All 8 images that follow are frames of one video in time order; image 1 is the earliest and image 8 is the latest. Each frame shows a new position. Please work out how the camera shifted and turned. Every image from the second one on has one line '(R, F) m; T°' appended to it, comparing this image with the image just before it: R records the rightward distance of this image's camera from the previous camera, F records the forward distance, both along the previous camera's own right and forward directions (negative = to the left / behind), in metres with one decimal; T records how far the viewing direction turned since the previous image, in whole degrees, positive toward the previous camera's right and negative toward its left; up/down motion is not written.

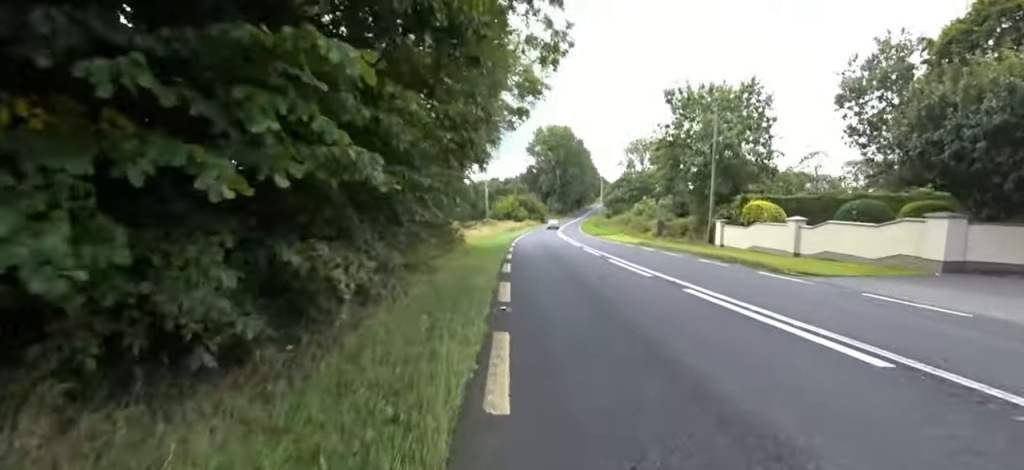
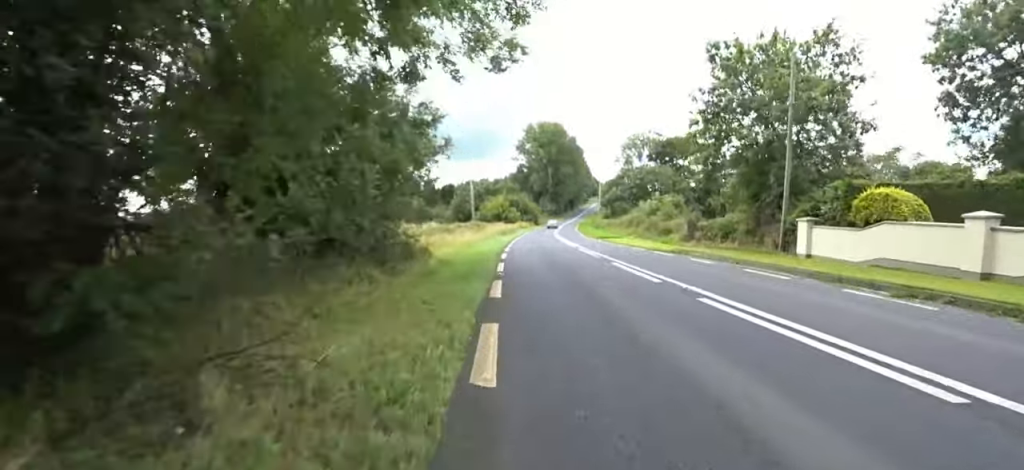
(-0.2, +7.3) m; 0°
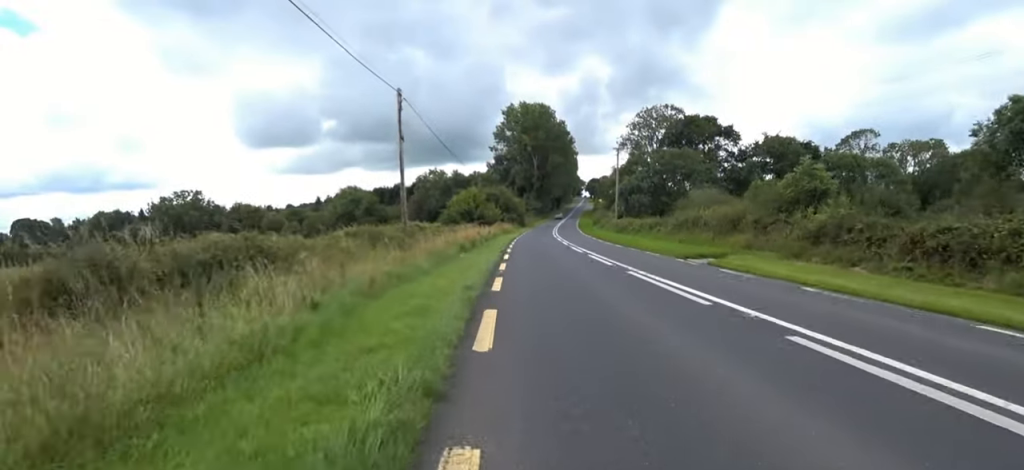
(0.0, +22.3) m; 0°
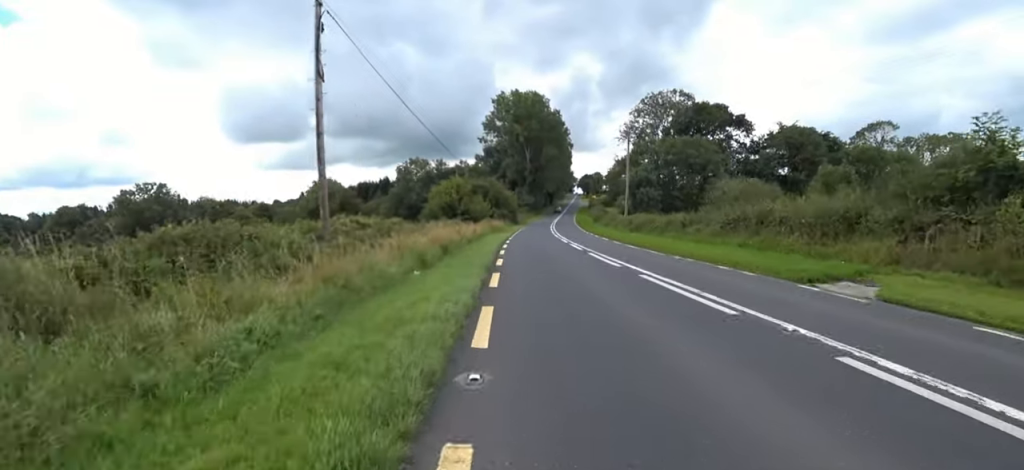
(-0.1, +7.8) m; 0°
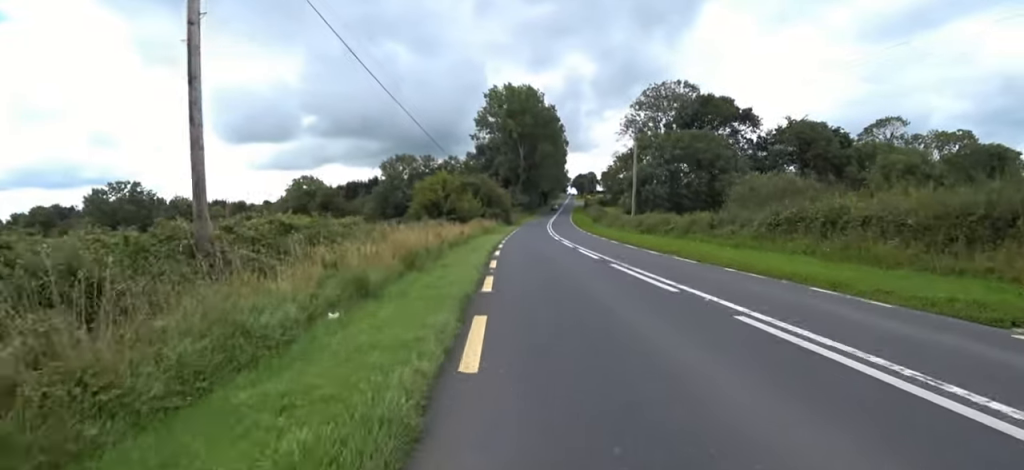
(+0.2, +4.5) m; 0°
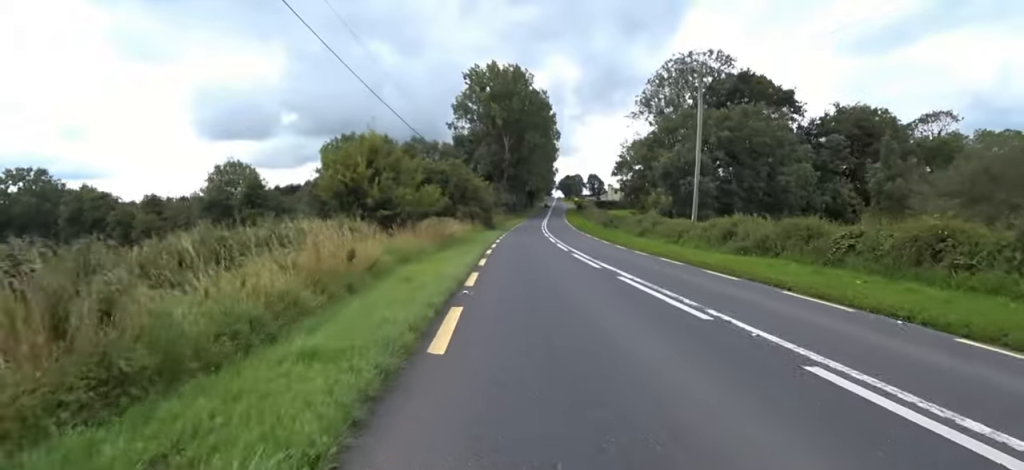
(-0.3, +15.1) m; 0°
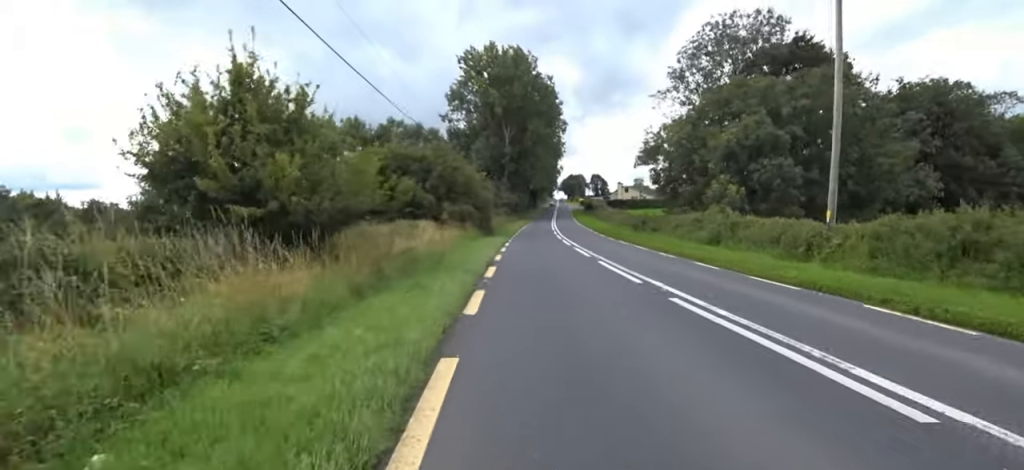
(+0.4, +9.6) m; +5°
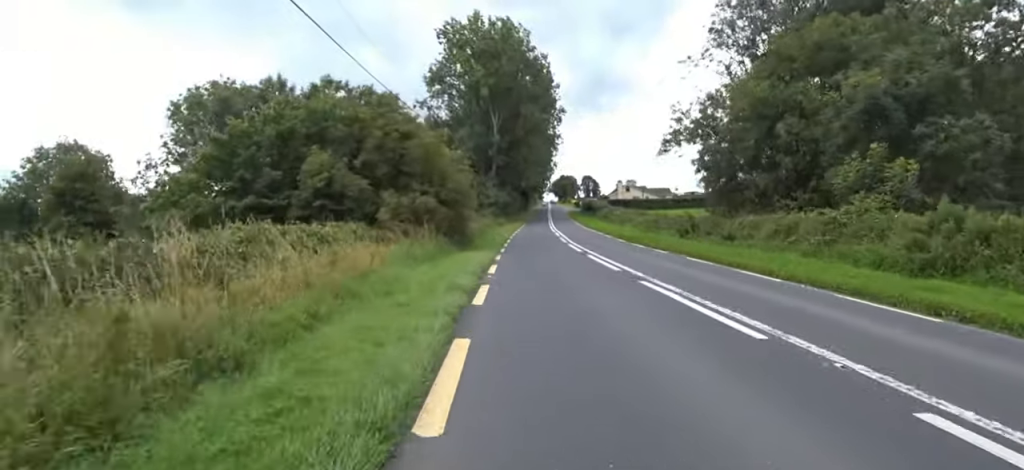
(+0.7, +10.9) m; -1°
